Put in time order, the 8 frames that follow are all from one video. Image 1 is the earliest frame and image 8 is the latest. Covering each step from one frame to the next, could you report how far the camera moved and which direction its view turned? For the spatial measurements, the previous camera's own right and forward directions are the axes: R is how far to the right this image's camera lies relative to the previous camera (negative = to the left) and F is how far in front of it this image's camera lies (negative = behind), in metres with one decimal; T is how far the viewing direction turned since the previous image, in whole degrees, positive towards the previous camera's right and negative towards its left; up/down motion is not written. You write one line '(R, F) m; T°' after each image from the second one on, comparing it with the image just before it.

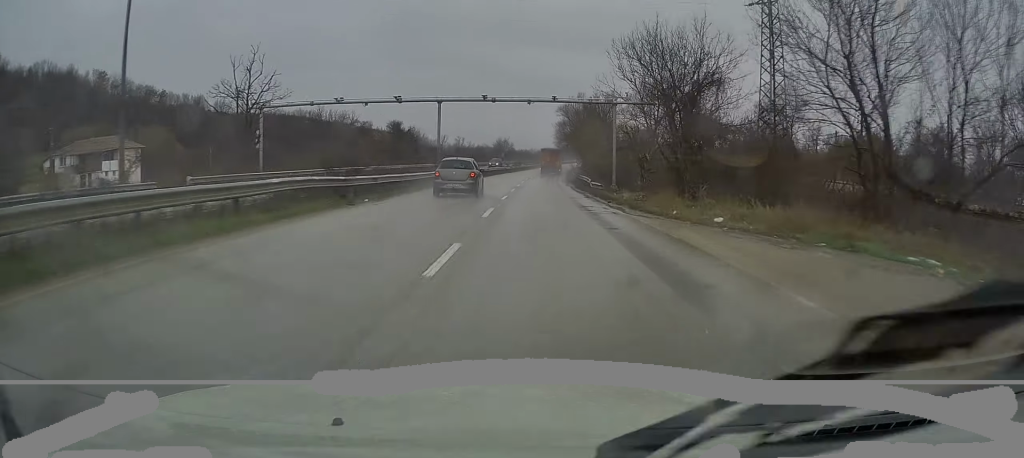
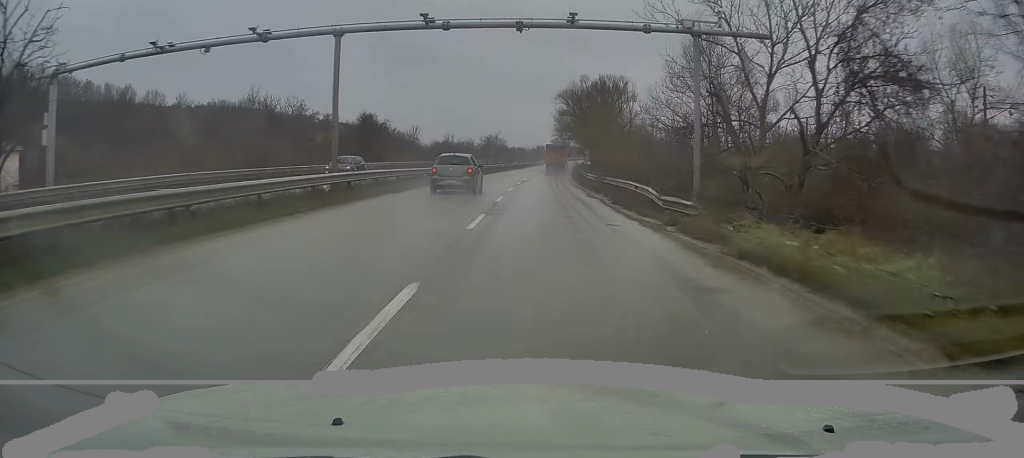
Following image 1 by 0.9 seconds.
(+0.3, +21.7) m; +1°
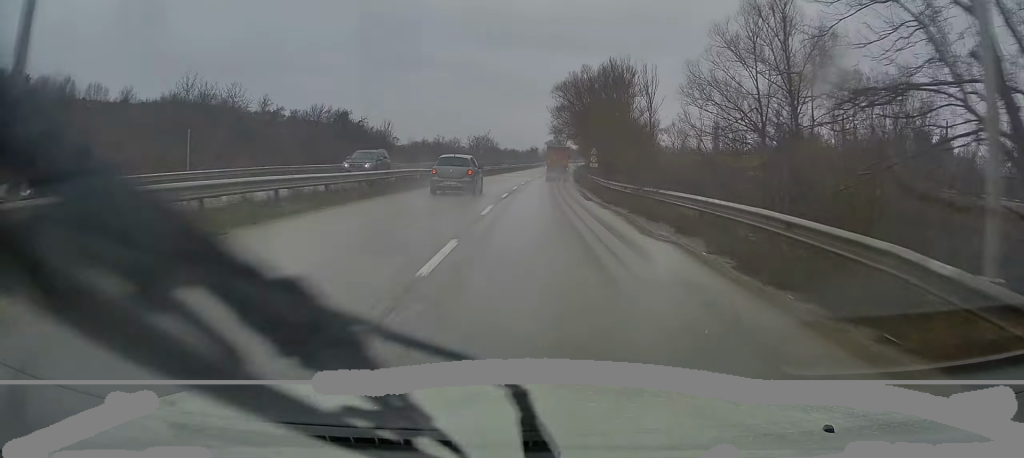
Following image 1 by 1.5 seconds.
(+0.1, +13.9) m; 0°
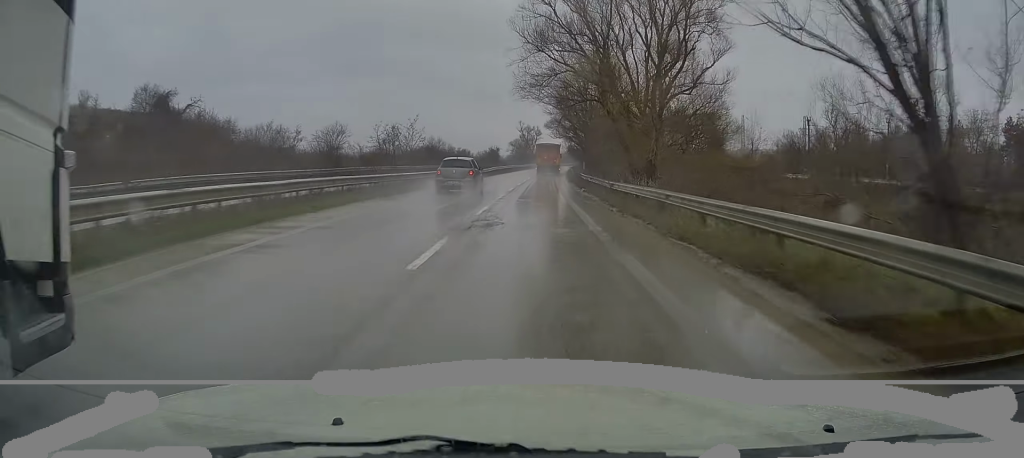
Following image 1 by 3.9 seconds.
(+0.6, +53.6) m; +2°
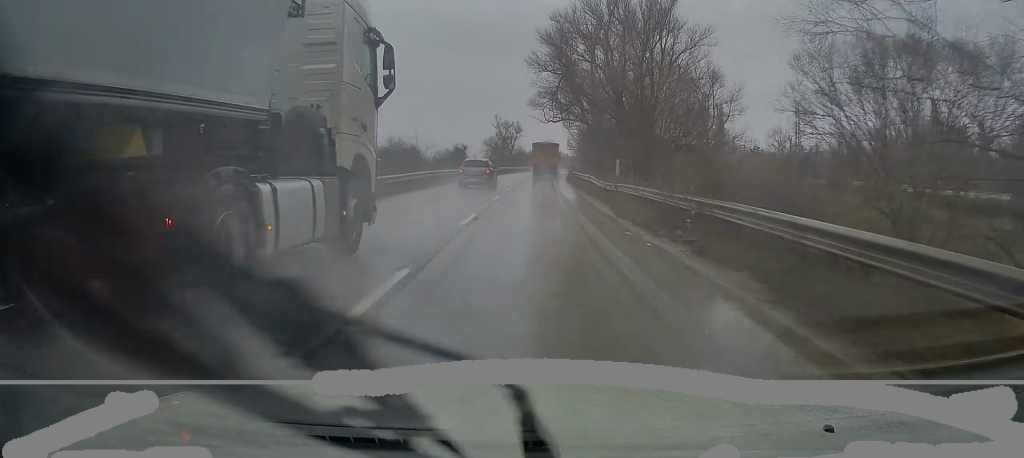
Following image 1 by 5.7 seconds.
(+0.3, +39.8) m; +1°
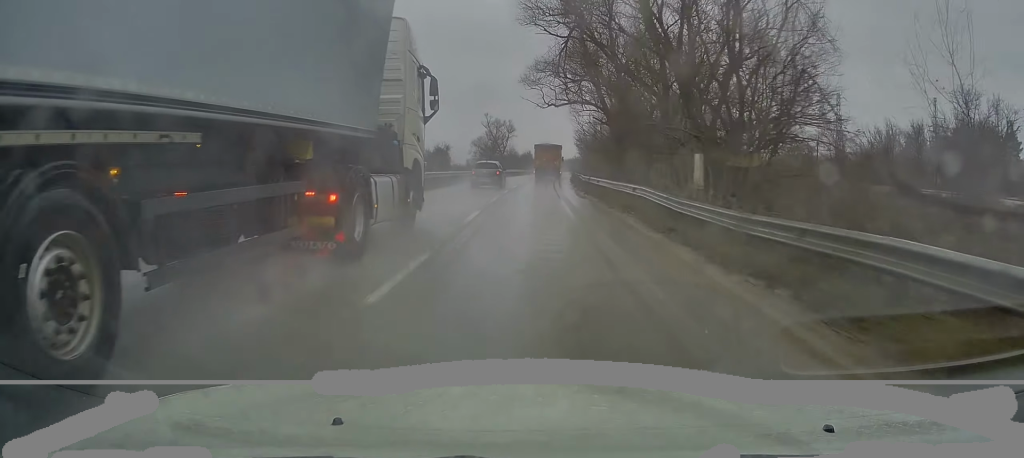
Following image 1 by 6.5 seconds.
(+0.4, +17.0) m; +1°
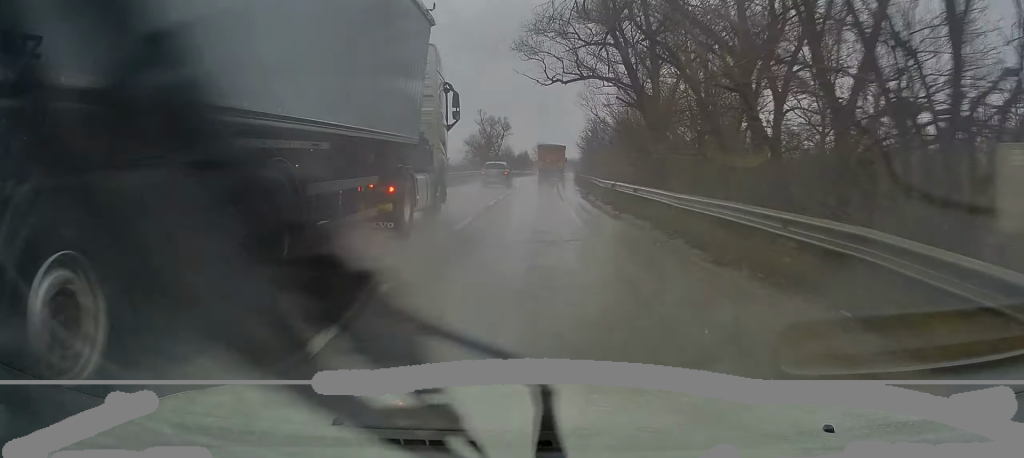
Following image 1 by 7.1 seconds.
(0.0, +11.6) m; +1°
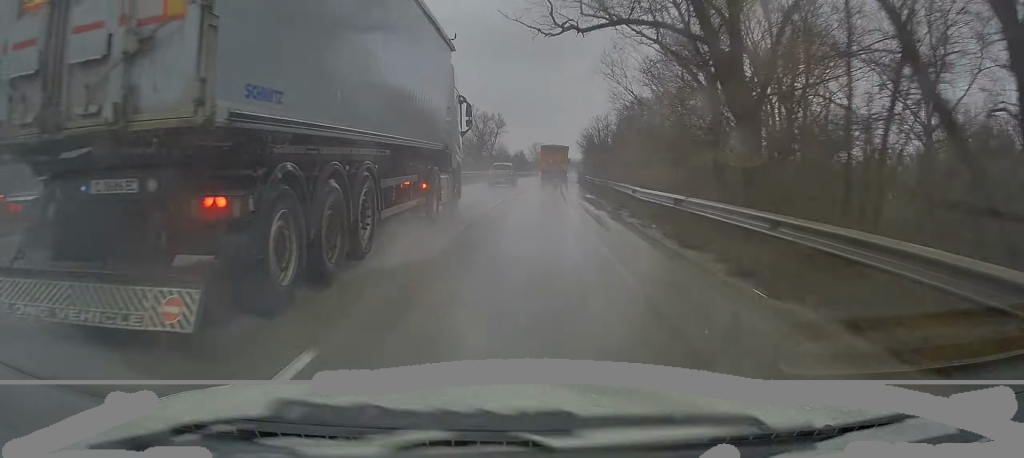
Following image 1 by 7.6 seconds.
(-0.1, +11.5) m; +1°
